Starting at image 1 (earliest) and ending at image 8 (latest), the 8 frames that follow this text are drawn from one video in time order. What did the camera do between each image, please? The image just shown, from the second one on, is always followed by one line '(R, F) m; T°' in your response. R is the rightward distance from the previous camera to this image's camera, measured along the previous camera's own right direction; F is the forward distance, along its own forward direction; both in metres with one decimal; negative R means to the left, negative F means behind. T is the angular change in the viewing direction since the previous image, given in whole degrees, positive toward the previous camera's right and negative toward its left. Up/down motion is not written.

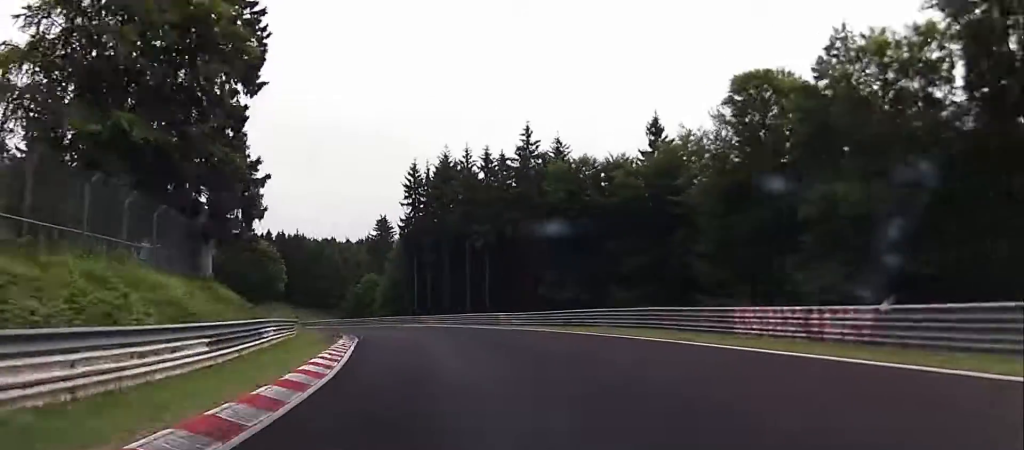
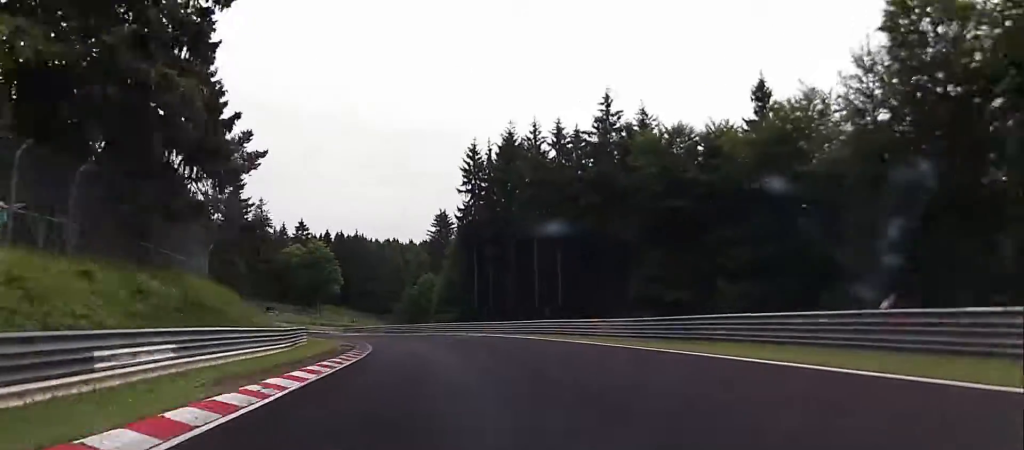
(-0.5, +13.0) m; -3°
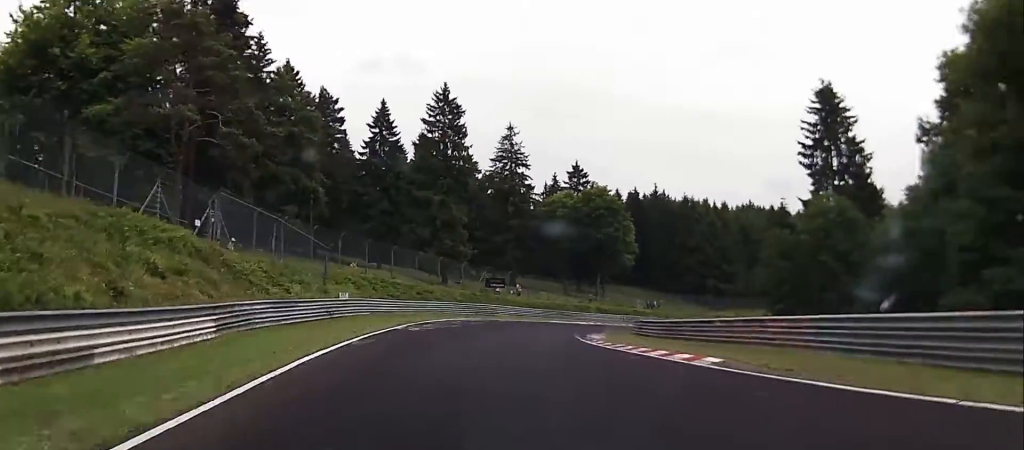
(-7.4, +62.3) m; -10°
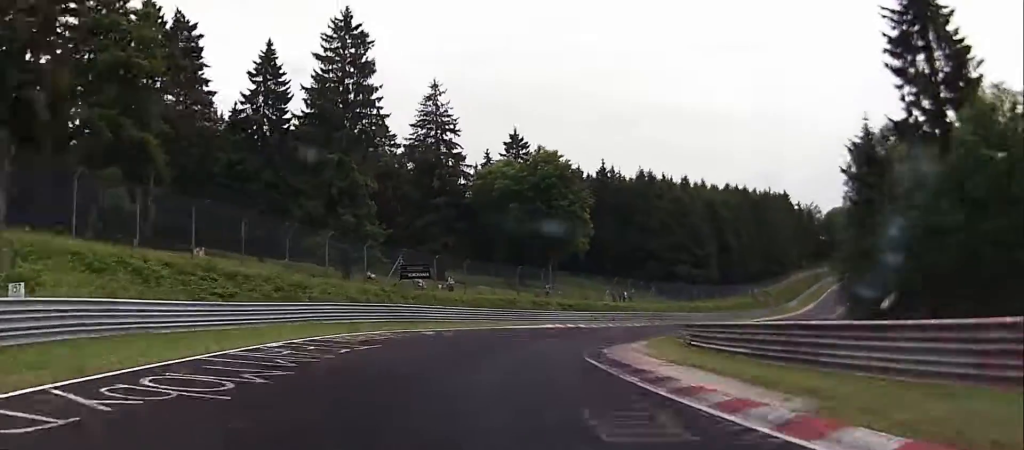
(+0.1, +24.2) m; +1°
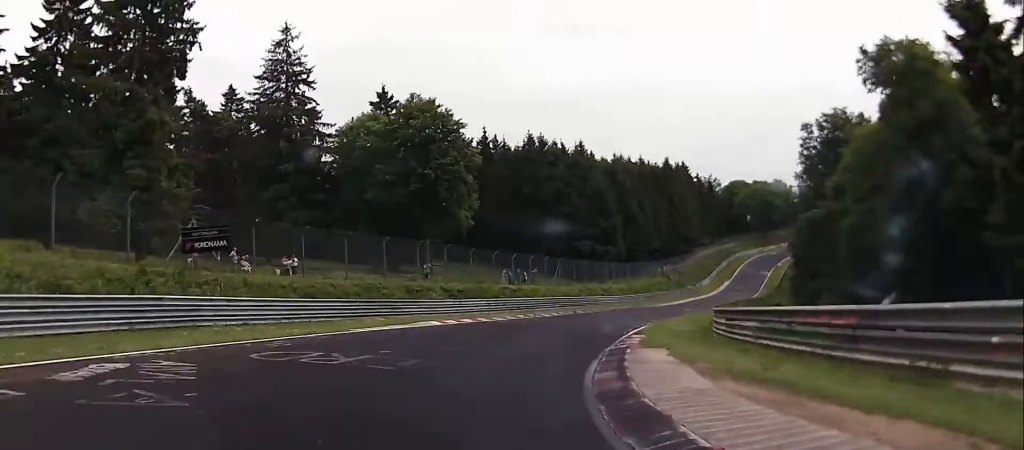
(+0.2, +19.3) m; +4°
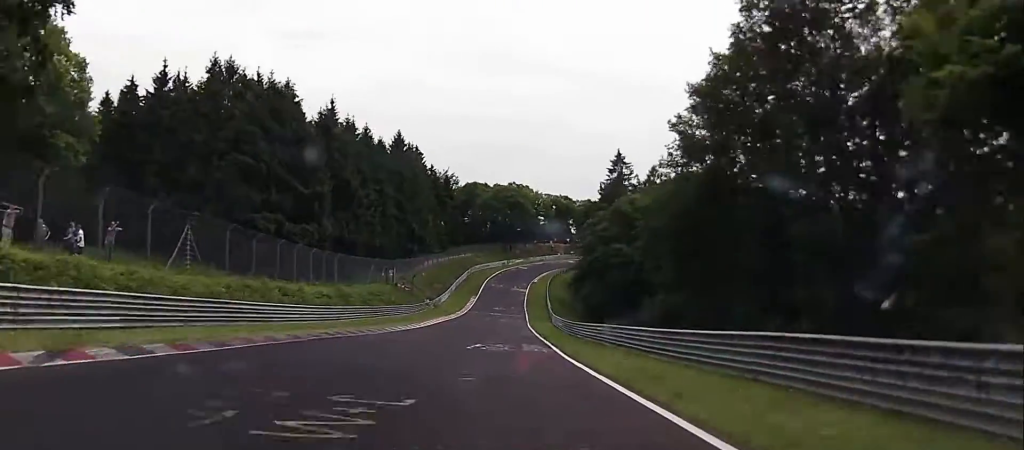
(+4.2, +38.5) m; +14°
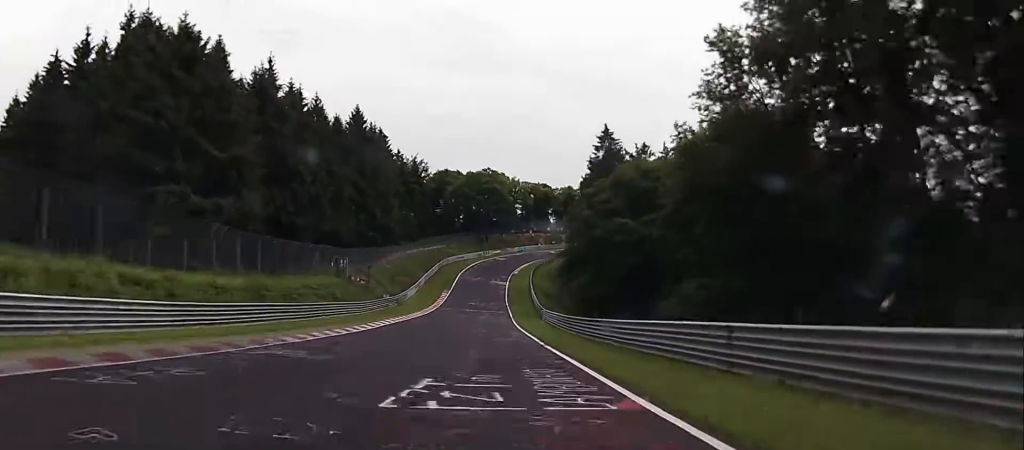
(+0.7, +15.2) m; +4°
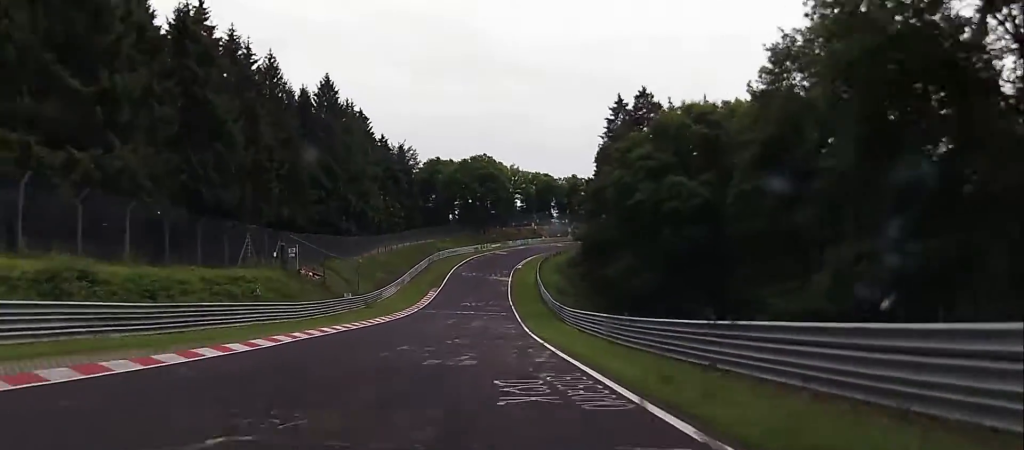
(+0.4, +17.2) m; +2°
